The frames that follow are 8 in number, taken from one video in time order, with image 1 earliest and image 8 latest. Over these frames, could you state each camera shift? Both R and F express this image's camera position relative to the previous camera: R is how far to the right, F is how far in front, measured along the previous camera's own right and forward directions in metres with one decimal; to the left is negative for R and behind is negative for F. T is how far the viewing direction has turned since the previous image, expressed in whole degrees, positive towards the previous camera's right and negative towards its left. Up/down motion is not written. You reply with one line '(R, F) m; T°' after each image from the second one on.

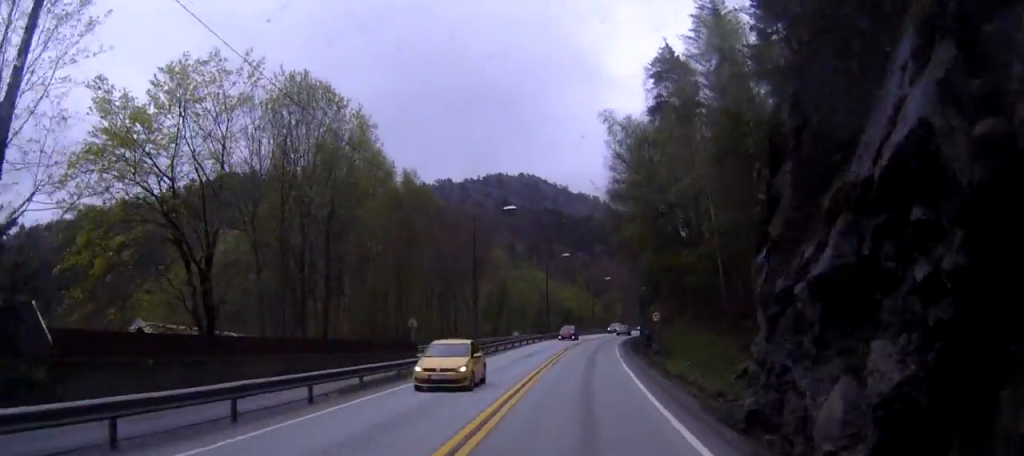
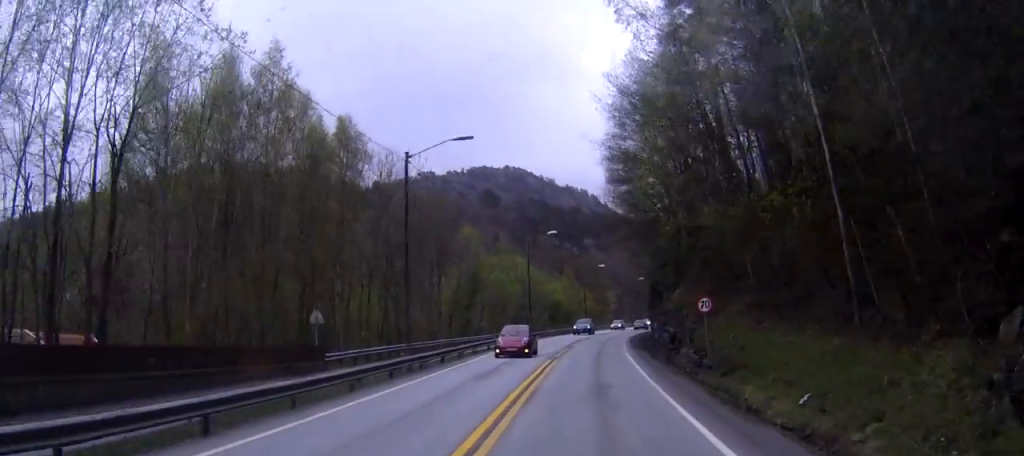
(-0.3, +17.3) m; 0°
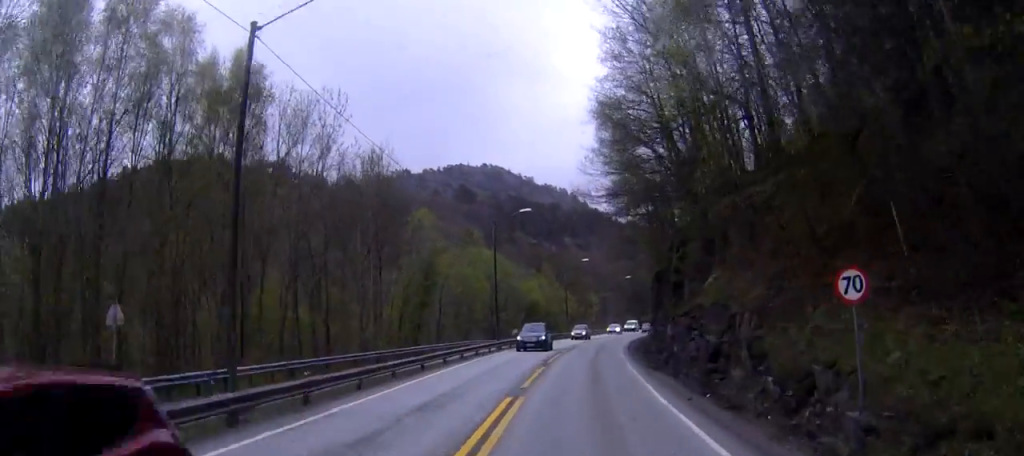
(+0.5, +14.4) m; +2°
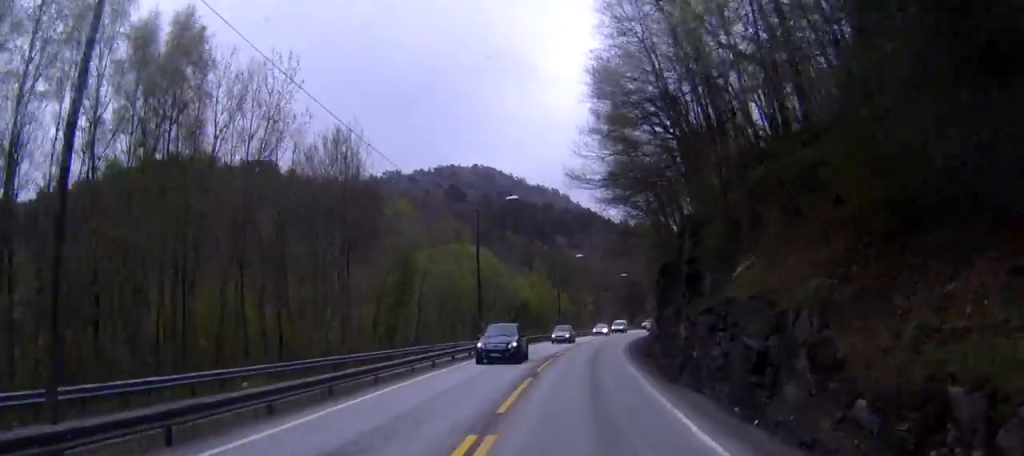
(0.0, +6.0) m; 0°
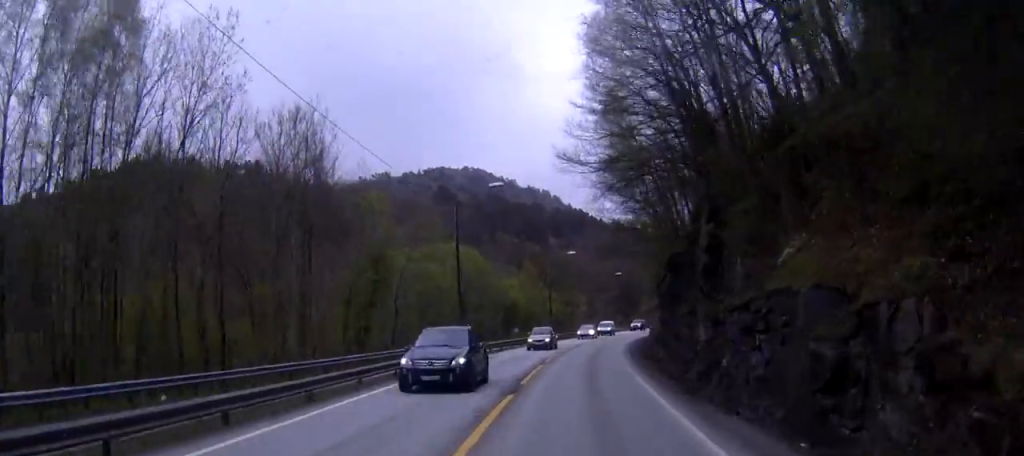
(0.0, +5.5) m; 0°
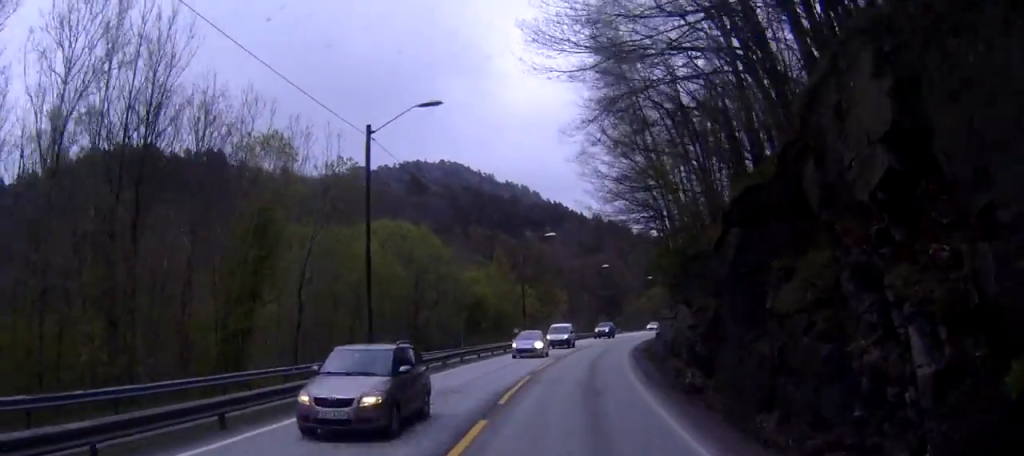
(-0.1, +15.8) m; +1°
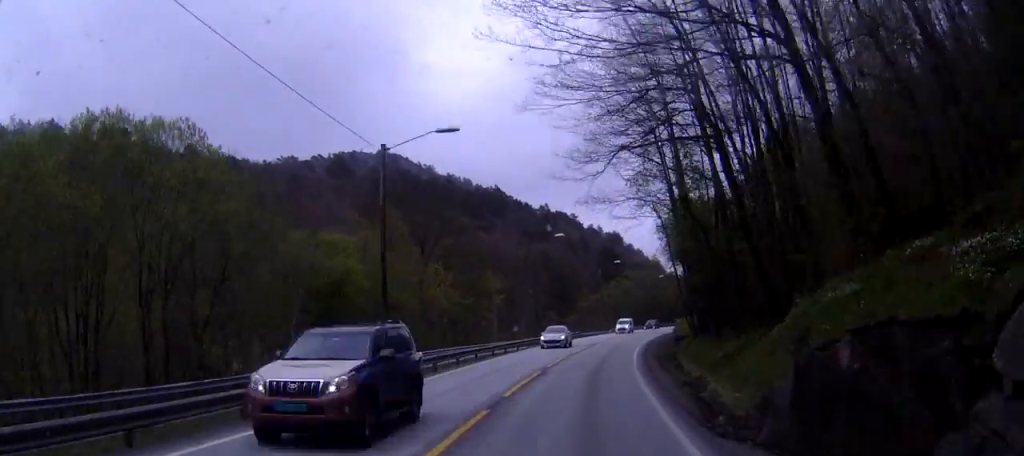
(+2.5, +33.7) m; +8°
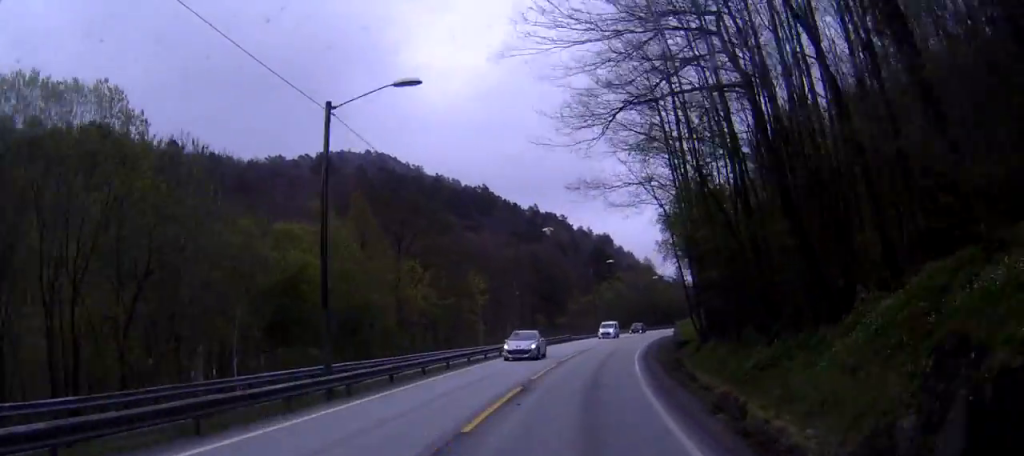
(0.0, +5.7) m; +1°
